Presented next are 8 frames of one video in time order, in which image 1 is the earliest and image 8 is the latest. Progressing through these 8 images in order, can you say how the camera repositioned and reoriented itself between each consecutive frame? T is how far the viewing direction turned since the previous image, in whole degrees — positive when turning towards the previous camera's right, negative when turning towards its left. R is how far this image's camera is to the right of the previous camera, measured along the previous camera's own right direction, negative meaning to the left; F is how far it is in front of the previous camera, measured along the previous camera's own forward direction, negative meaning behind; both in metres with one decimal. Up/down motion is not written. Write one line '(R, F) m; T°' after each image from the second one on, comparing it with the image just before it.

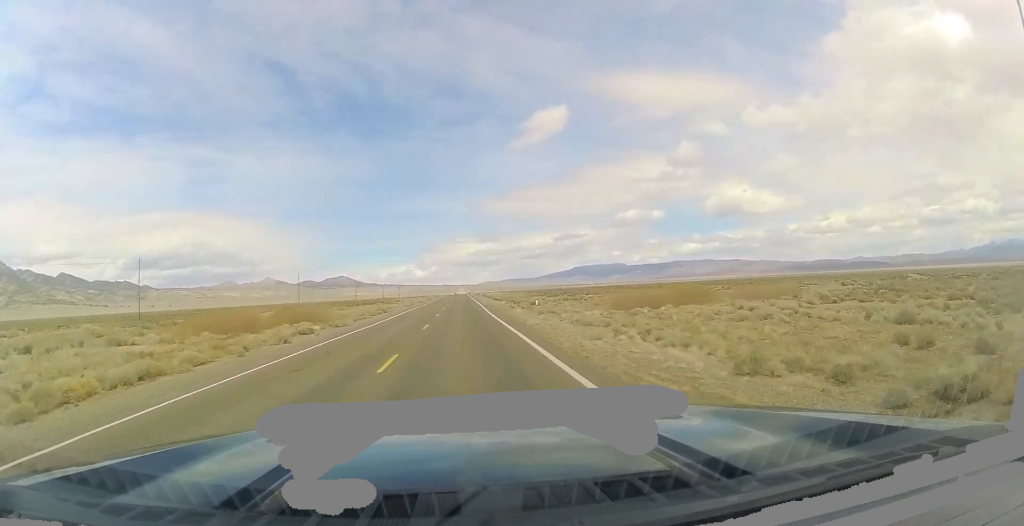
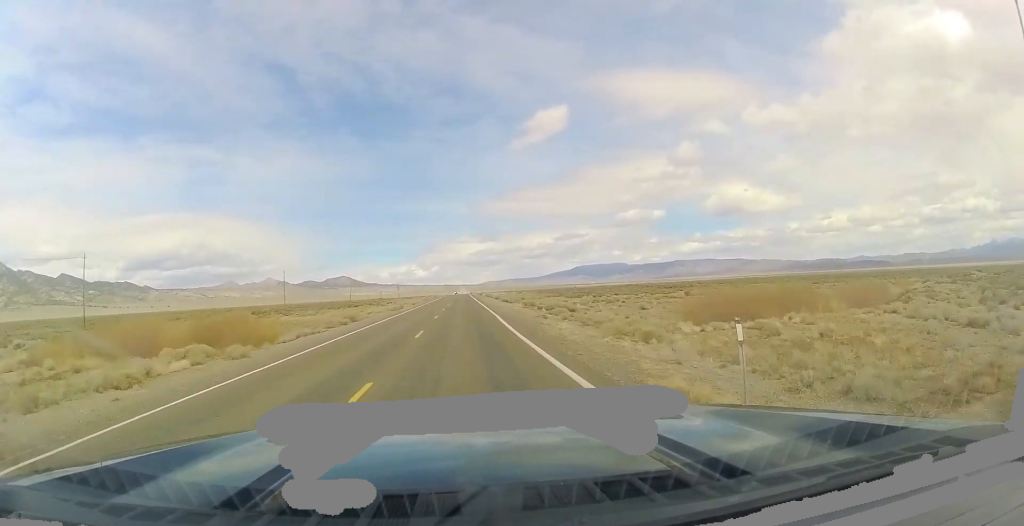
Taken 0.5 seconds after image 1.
(0.0, +17.9) m; 0°
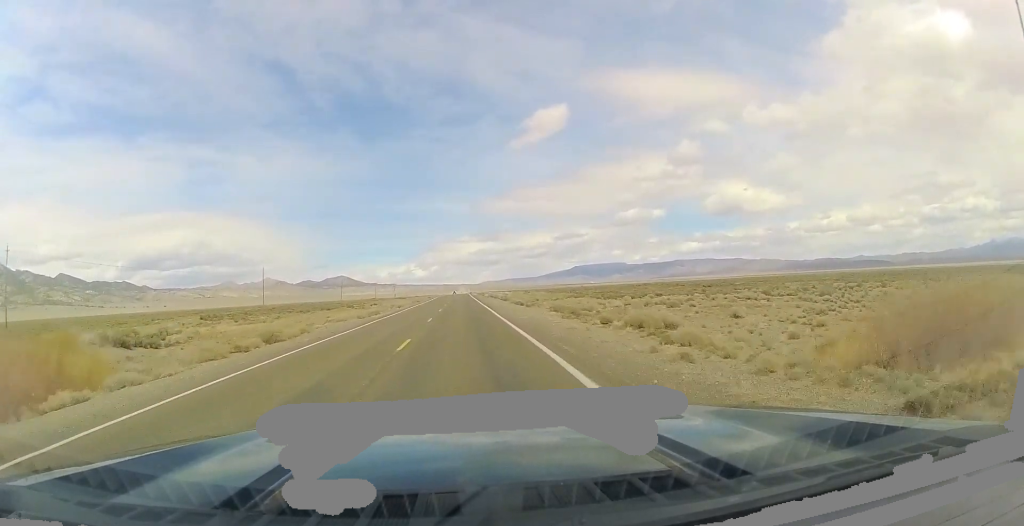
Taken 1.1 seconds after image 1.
(-0.1, +19.0) m; 0°
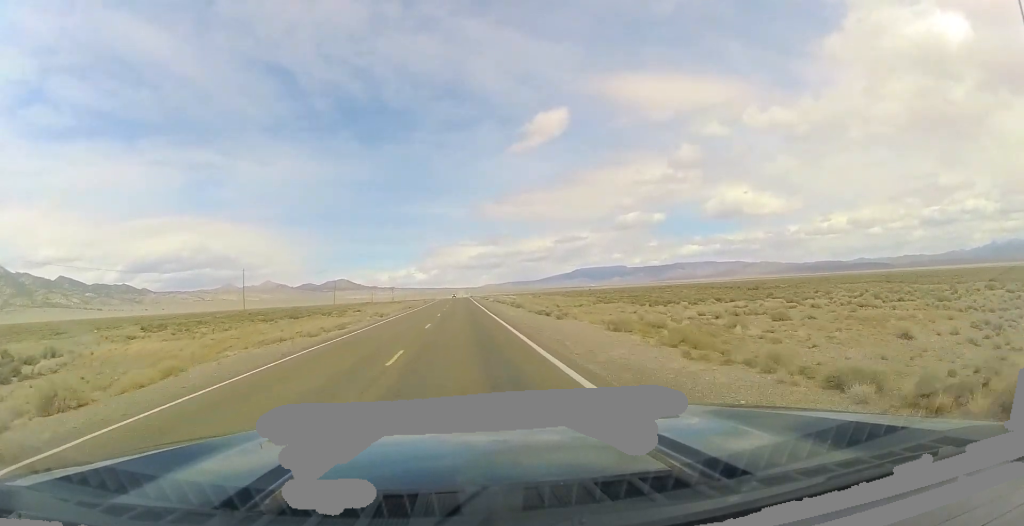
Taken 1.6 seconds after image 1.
(+0.2, +15.8) m; 0°
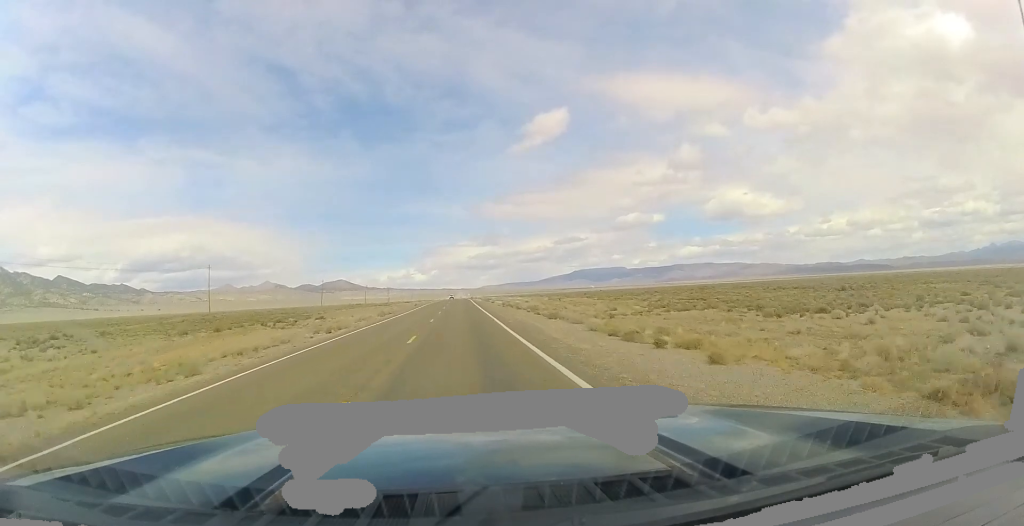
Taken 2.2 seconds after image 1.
(+0.2, +21.4) m; 0°
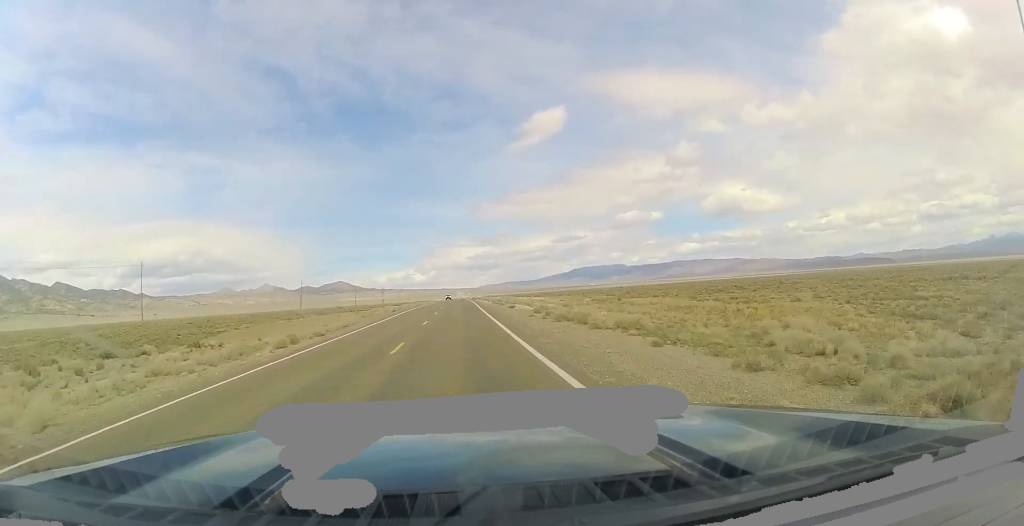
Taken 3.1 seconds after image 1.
(0.0, +30.7) m; -1°
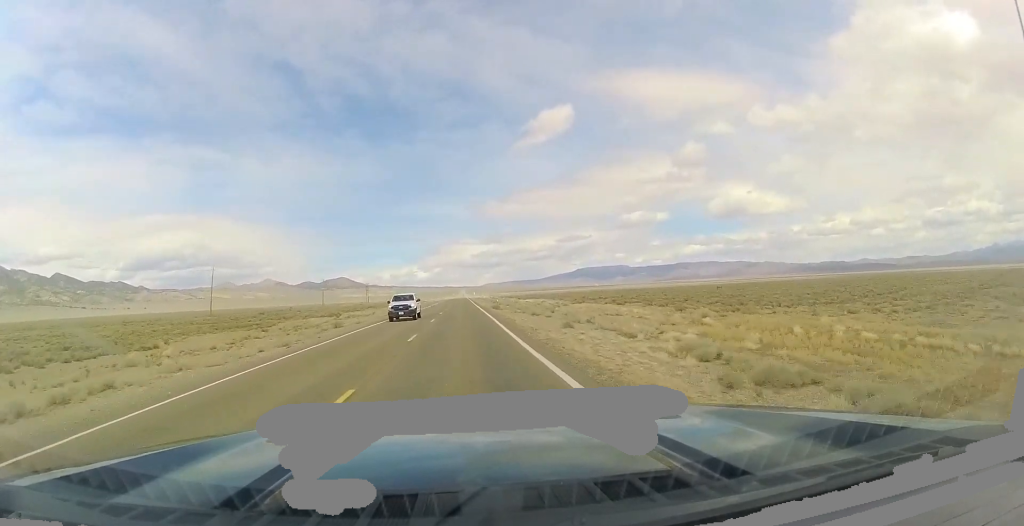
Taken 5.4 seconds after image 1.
(-0.8, +78.0) m; 0°
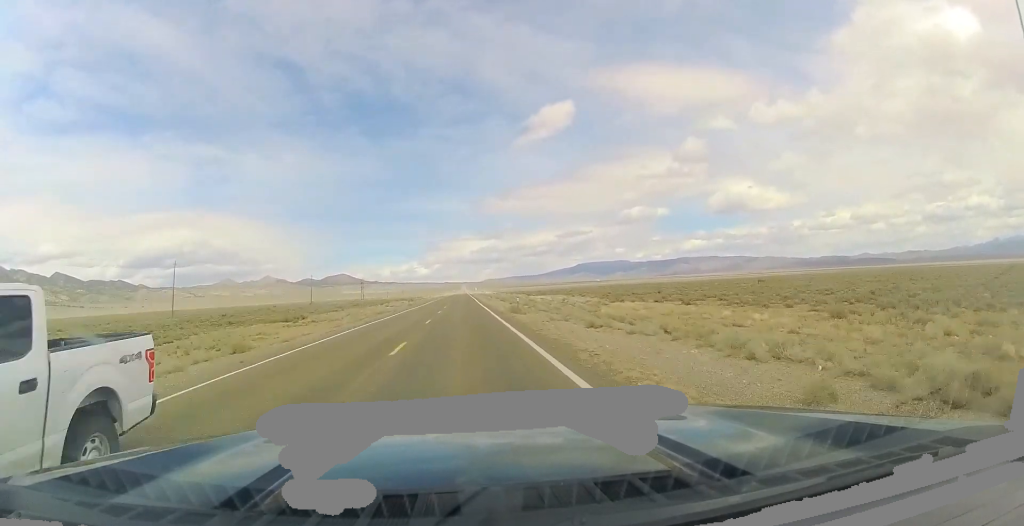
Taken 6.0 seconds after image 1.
(-0.1, +18.9) m; 0°
